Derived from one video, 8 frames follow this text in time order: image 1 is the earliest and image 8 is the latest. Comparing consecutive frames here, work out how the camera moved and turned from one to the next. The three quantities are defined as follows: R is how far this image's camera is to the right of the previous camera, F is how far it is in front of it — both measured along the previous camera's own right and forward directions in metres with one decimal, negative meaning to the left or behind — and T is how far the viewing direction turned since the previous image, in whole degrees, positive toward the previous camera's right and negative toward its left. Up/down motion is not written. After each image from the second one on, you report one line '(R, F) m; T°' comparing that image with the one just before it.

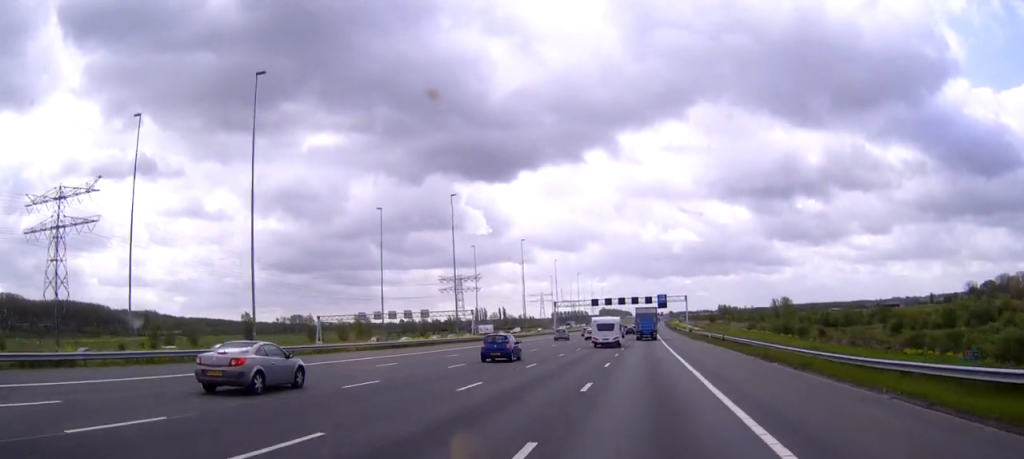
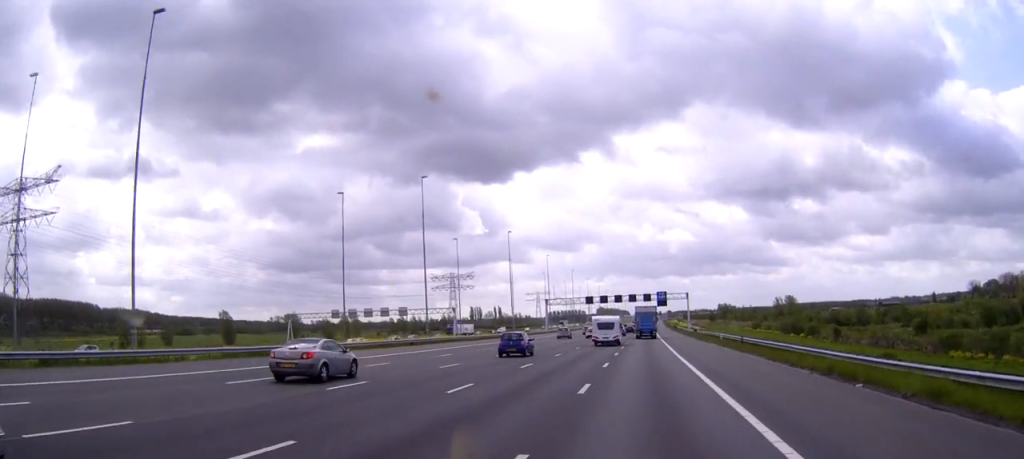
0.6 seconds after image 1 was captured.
(0.0, +13.2) m; 0°
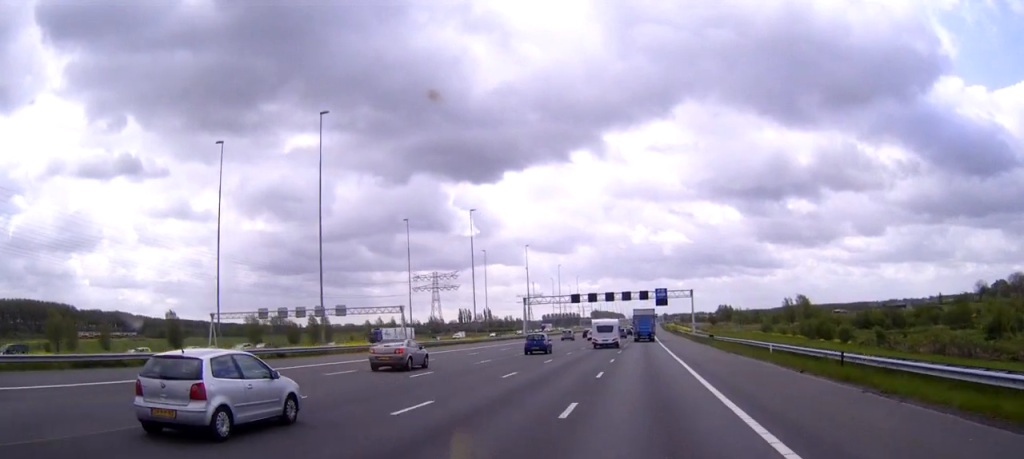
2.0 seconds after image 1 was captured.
(0.0, +28.4) m; 0°
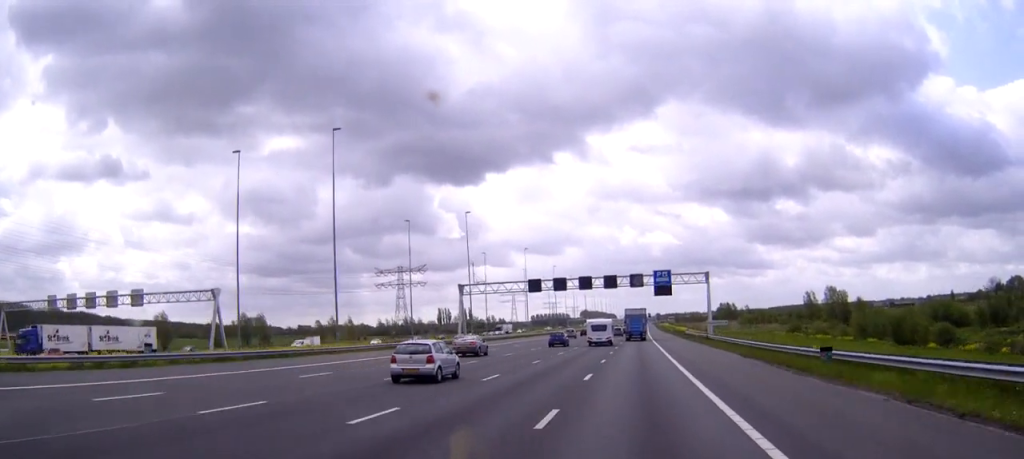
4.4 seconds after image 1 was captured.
(+0.3, +49.6) m; +1°
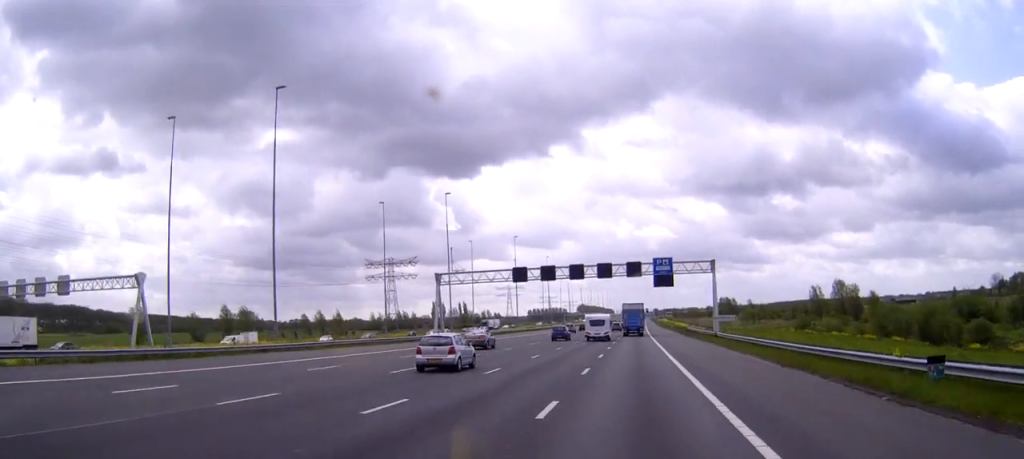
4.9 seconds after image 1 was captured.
(0.0, +11.0) m; 0°
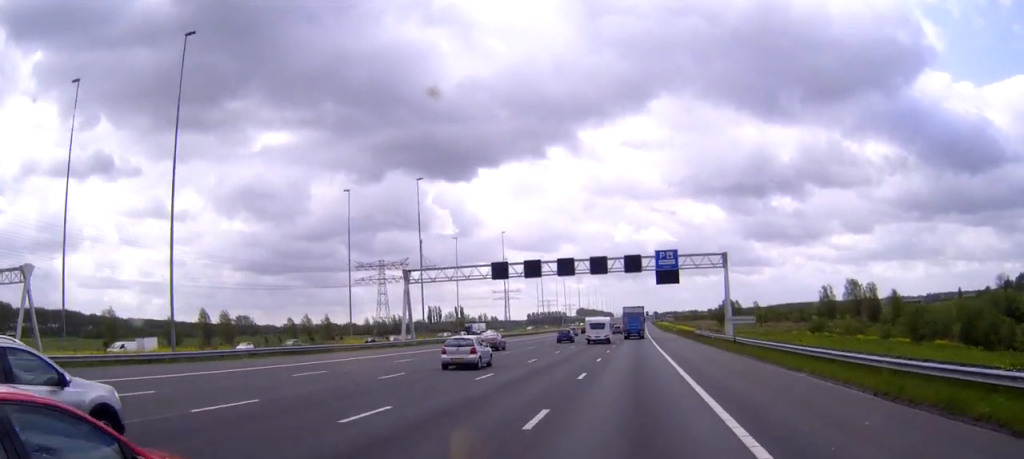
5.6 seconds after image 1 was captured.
(0.0, +13.1) m; 0°
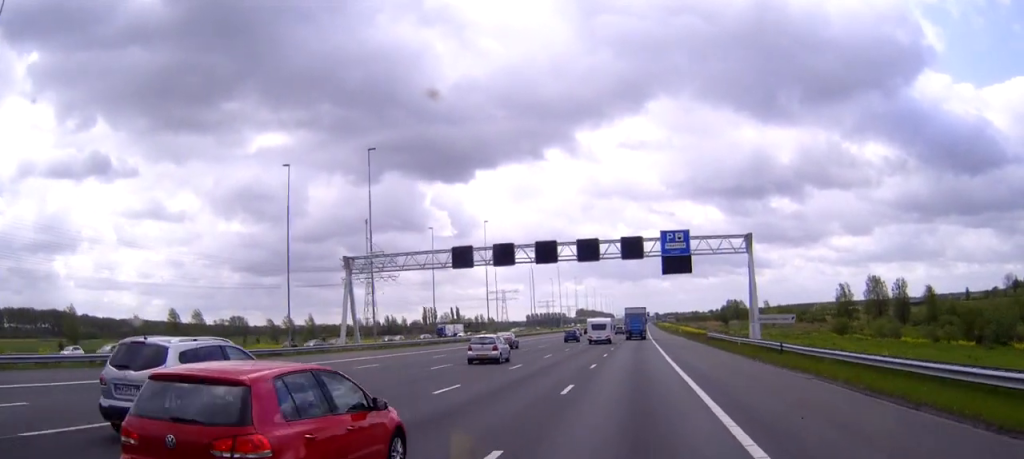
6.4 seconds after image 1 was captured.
(0.0, +17.3) m; 0°
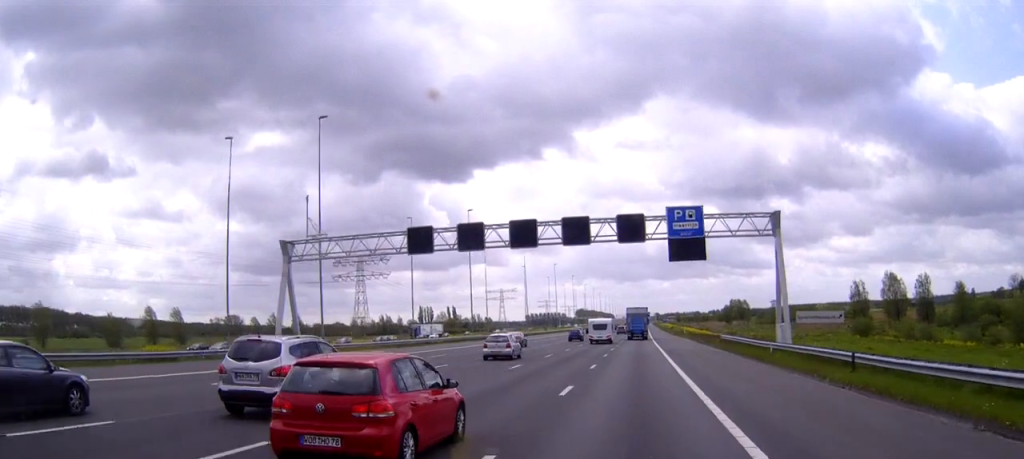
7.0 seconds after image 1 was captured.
(0.0, +12.4) m; 0°
